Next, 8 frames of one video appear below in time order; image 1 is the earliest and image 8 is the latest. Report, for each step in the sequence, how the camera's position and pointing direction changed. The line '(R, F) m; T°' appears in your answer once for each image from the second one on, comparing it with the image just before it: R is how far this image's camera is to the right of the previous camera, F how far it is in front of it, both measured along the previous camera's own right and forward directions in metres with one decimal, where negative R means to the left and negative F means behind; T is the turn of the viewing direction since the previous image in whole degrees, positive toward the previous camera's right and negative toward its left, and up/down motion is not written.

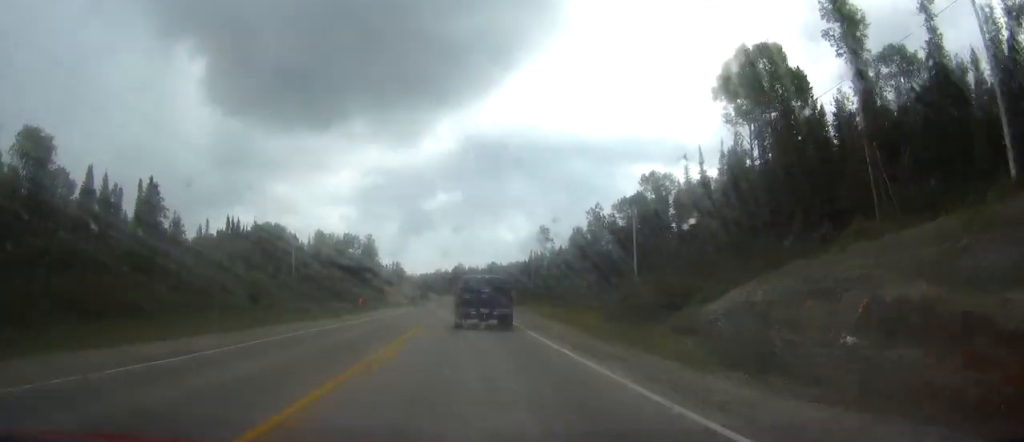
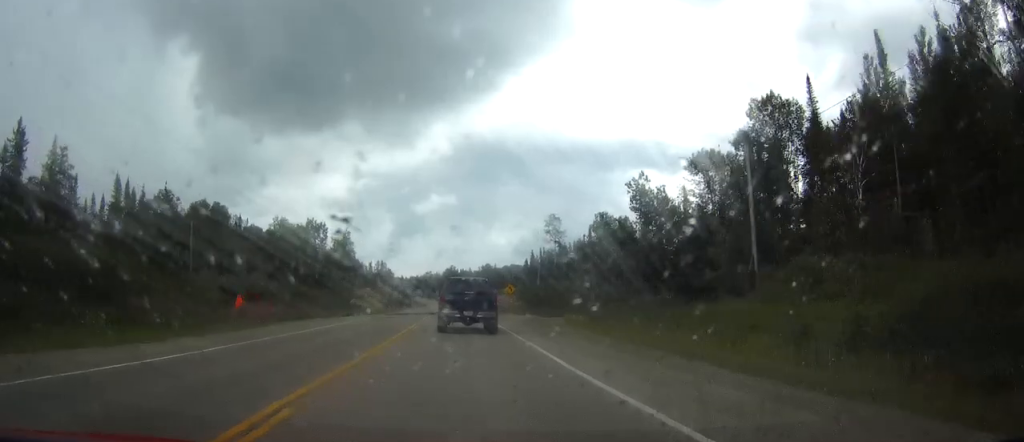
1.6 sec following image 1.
(+0.1, +34.1) m; 0°
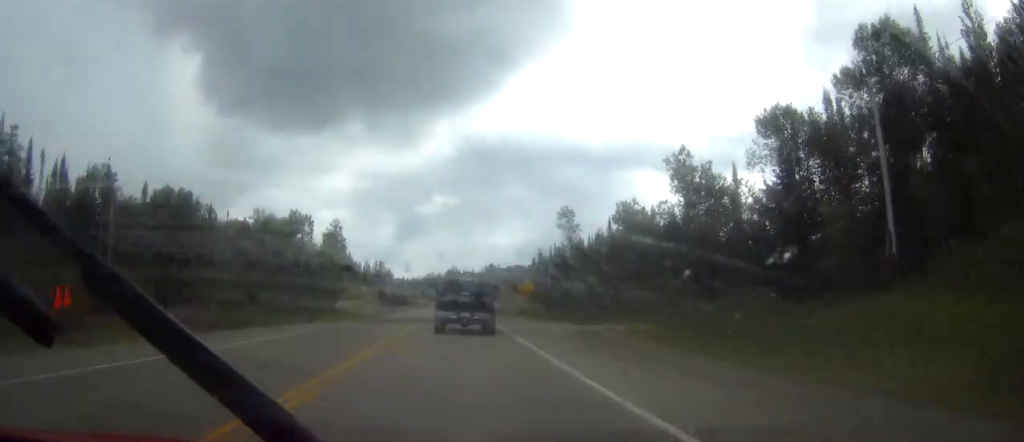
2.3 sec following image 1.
(0.0, +15.6) m; 0°
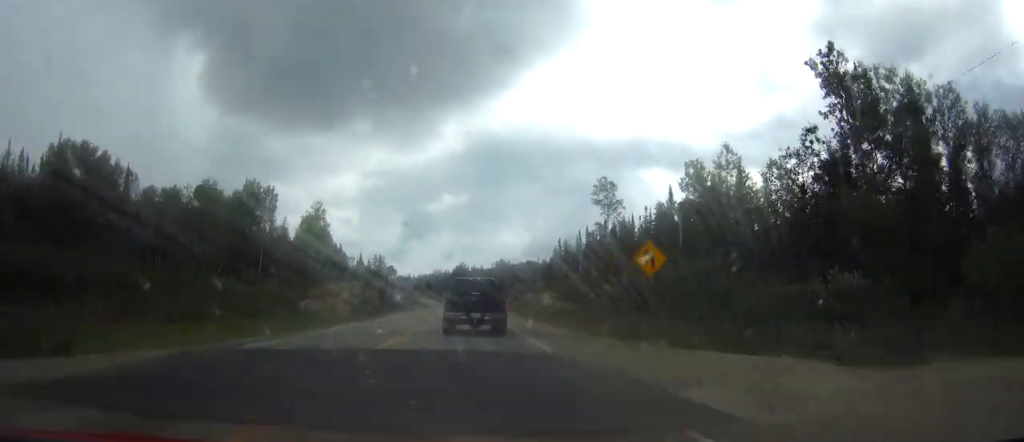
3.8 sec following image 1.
(-0.1, +30.4) m; 0°
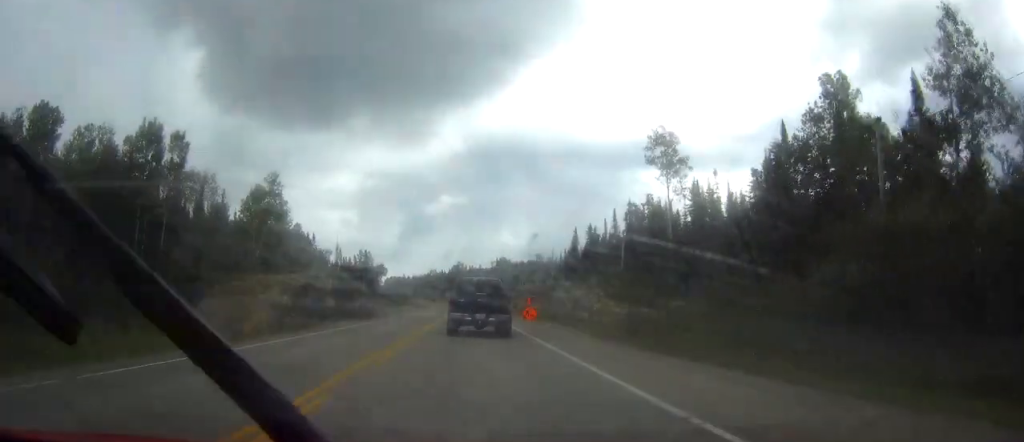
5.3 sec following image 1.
(+0.1, +32.7) m; 0°
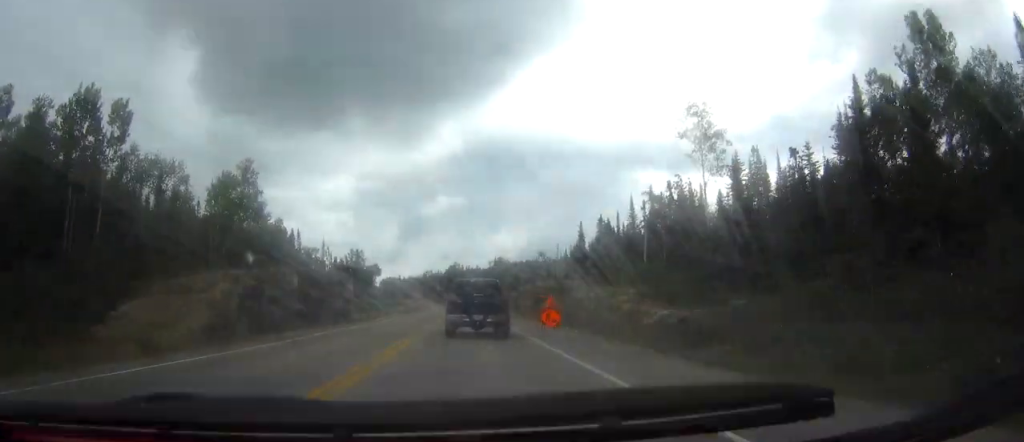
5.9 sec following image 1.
(0.0, +12.4) m; 0°
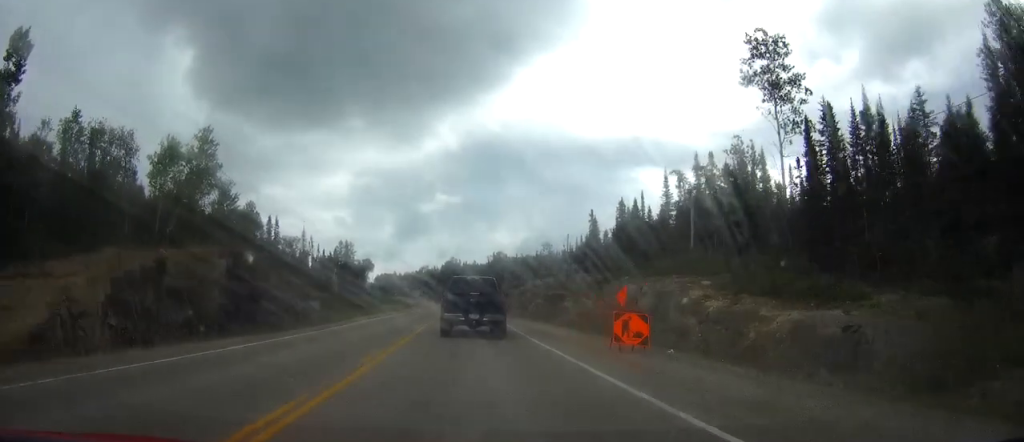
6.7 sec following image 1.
(0.0, +16.4) m; 0°
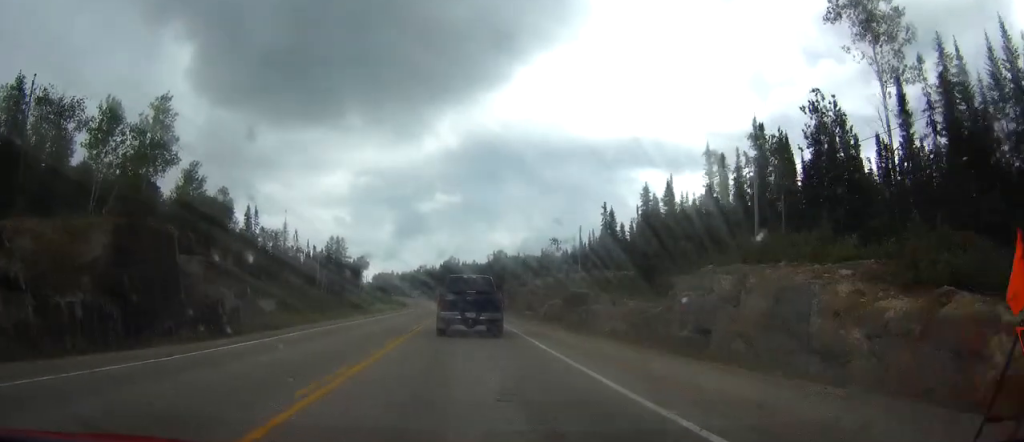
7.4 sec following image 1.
(0.0, +13.6) m; 0°
